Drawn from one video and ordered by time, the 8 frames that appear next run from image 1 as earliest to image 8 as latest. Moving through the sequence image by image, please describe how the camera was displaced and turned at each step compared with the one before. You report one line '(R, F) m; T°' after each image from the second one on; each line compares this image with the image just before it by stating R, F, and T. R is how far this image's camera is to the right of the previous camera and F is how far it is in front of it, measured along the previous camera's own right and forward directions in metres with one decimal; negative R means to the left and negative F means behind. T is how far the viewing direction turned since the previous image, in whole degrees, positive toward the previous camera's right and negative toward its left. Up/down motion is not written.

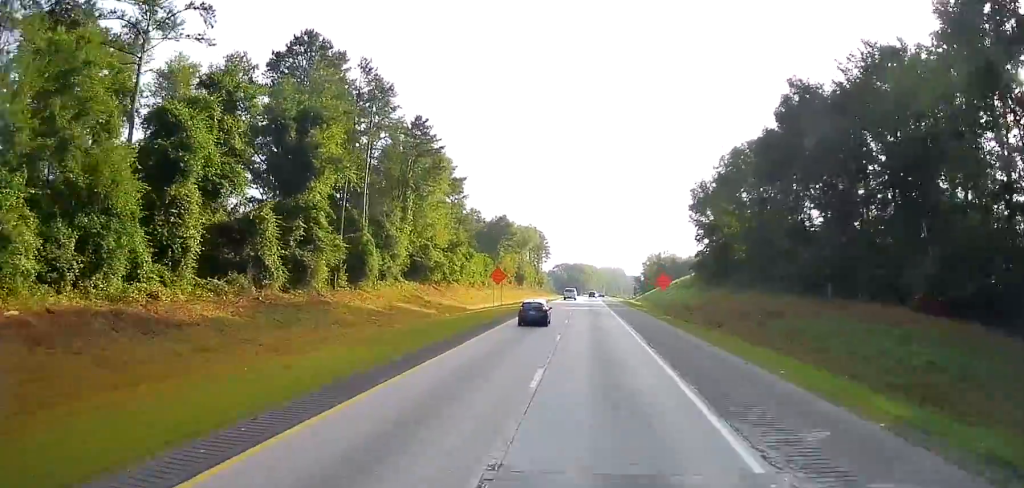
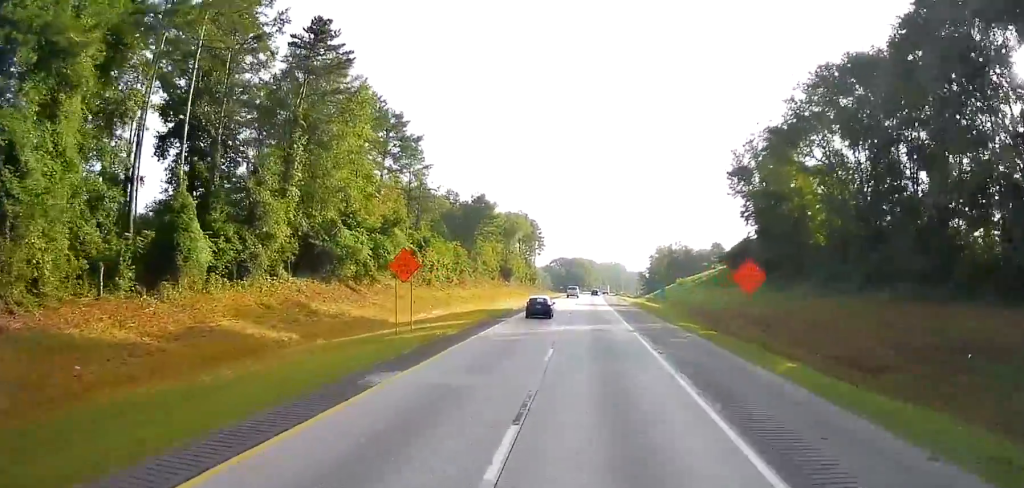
(+0.7, +31.8) m; 0°
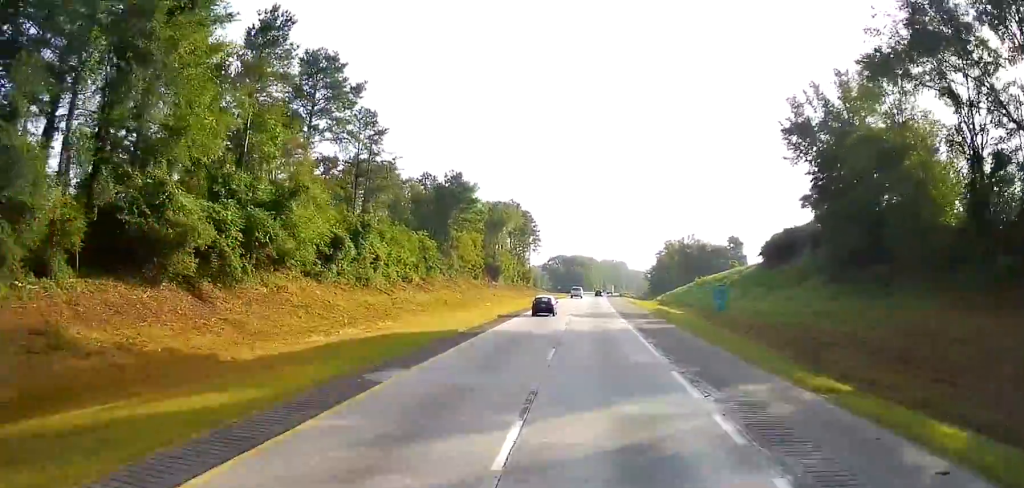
(-0.4, +23.8) m; -1°
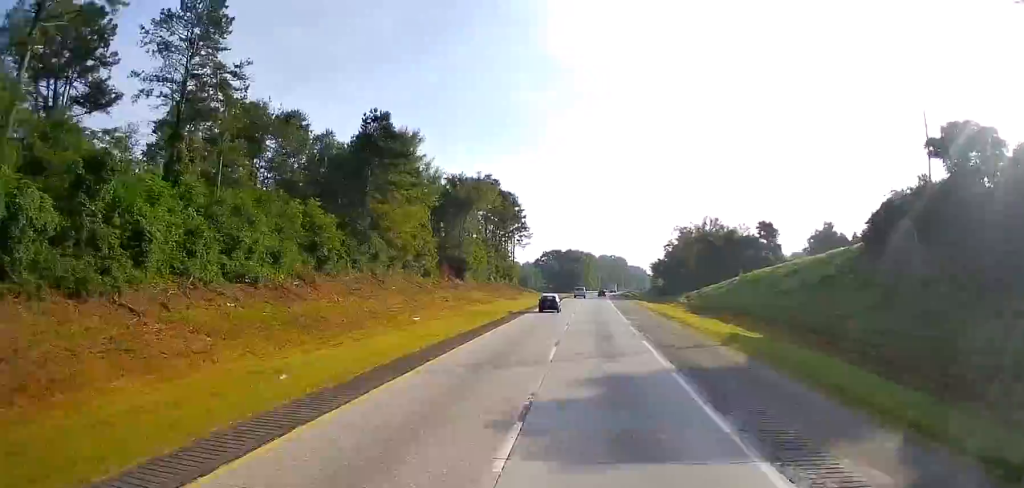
(+0.2, +36.4) m; +1°
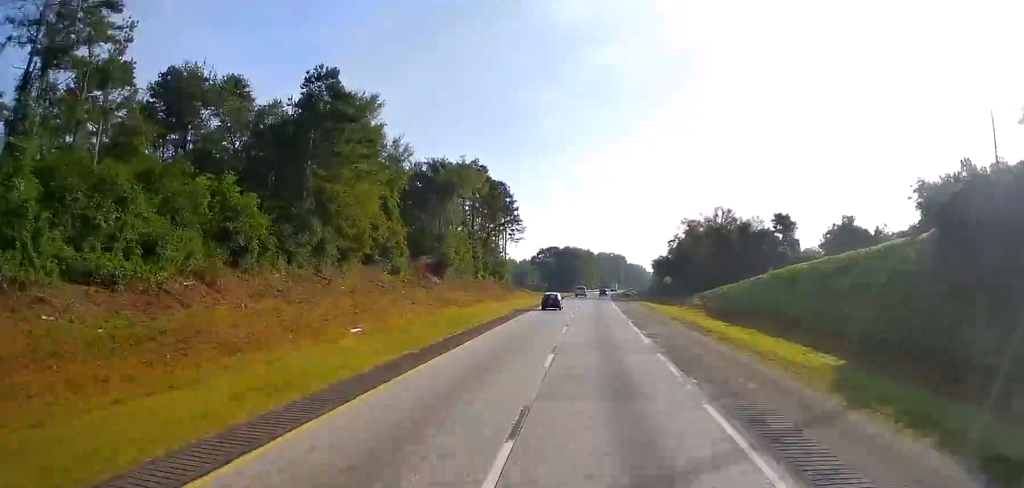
(+0.1, +14.1) m; 0°
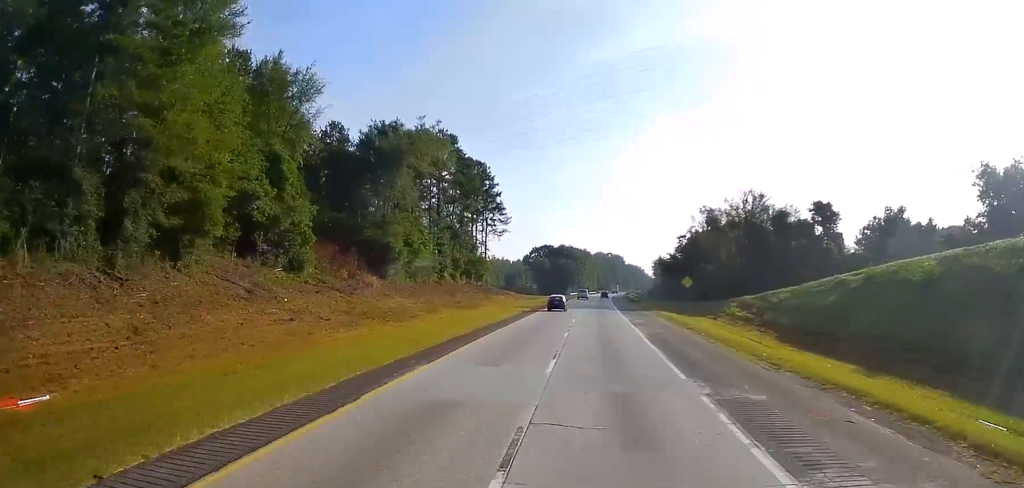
(0.0, +26.1) m; -1°
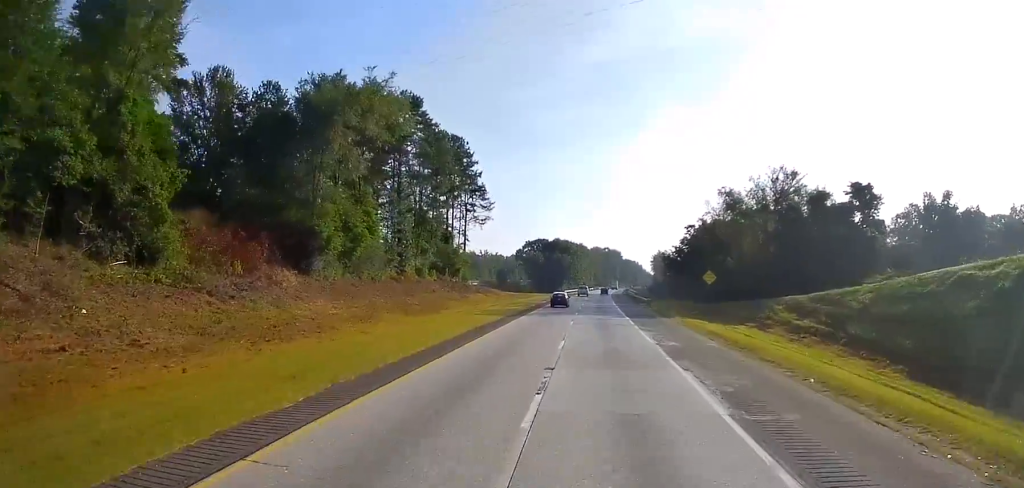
(-0.4, +18.4) m; 0°
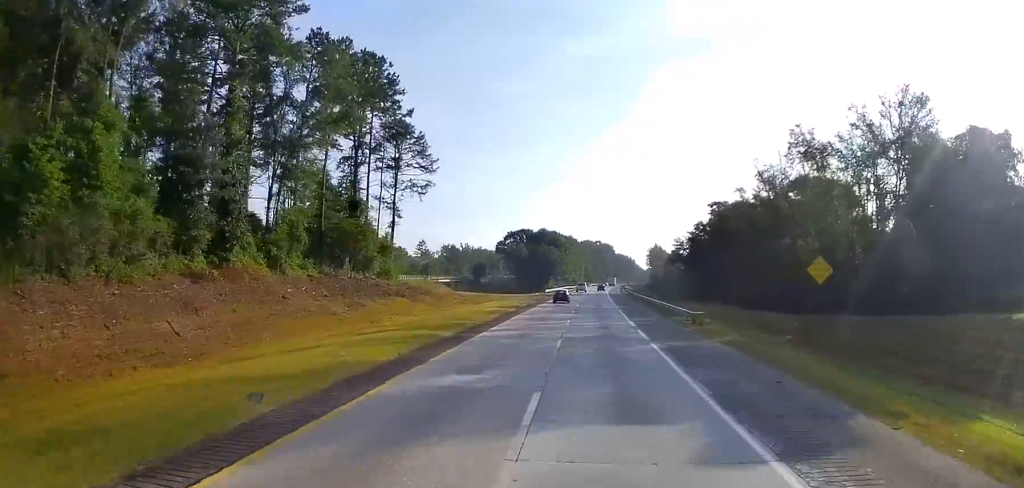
(+0.3, +36.8) m; +3°
